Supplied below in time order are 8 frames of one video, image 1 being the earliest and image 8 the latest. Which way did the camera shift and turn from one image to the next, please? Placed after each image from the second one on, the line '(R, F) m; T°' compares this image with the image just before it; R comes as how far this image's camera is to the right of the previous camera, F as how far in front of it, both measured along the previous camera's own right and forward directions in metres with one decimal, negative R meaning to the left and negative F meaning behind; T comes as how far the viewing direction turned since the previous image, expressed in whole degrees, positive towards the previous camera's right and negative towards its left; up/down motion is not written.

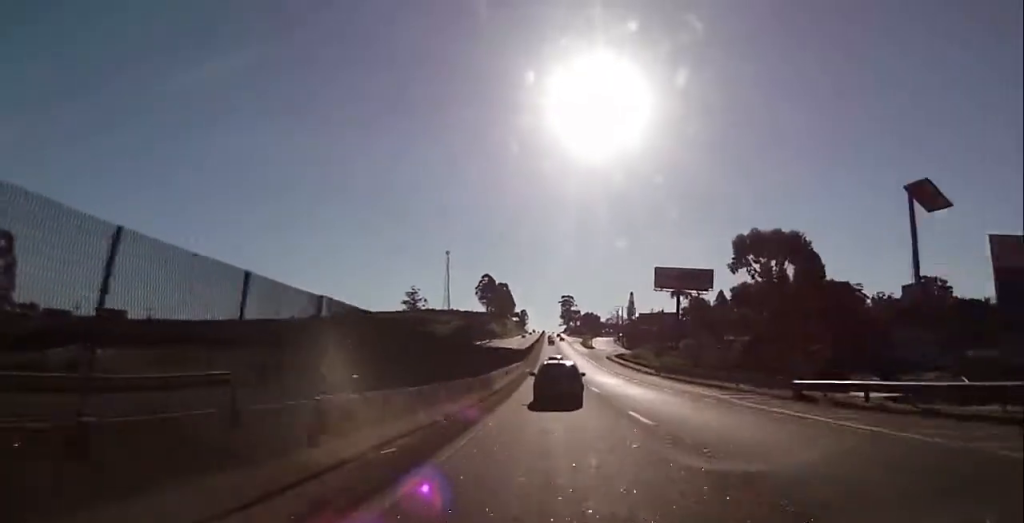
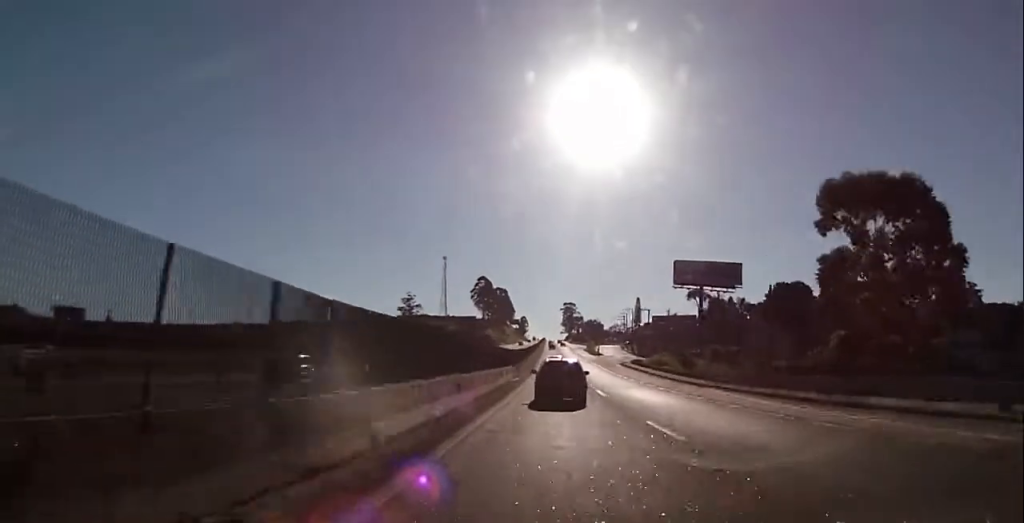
(+0.1, +21.0) m; 0°
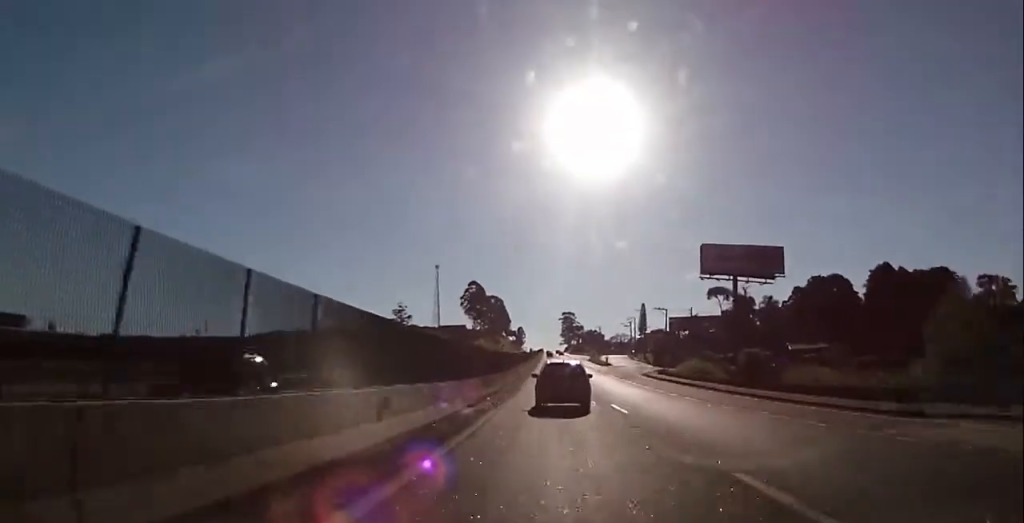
(0.0, +23.3) m; 0°
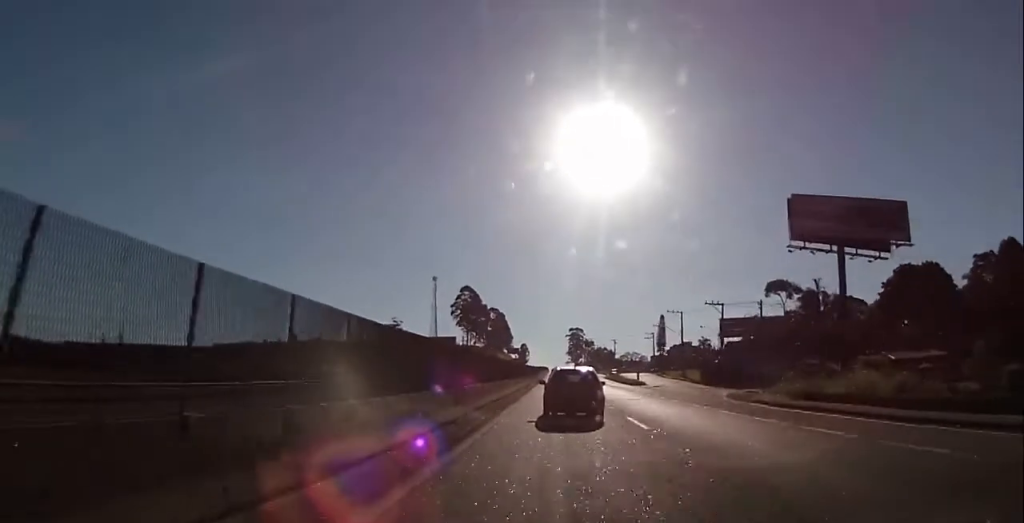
(0.0, +36.4) m; 0°
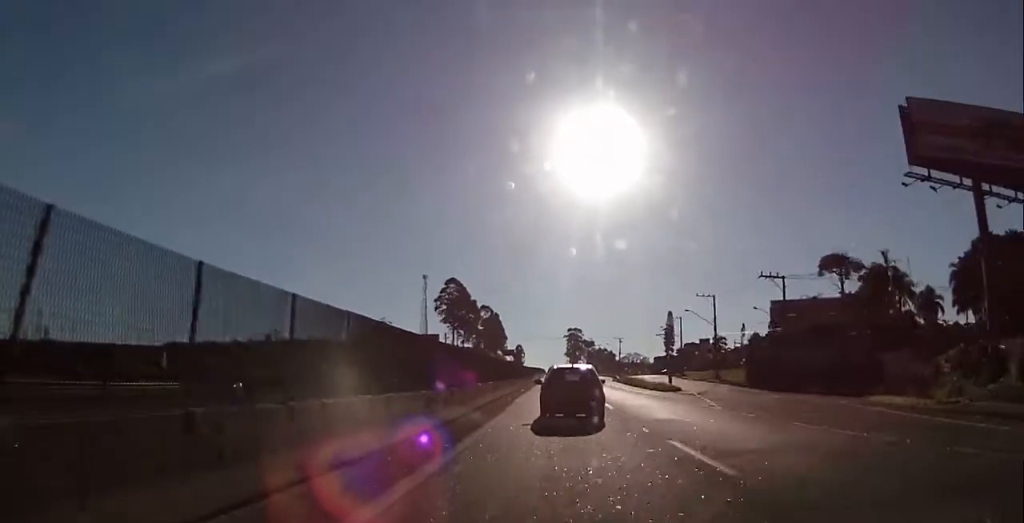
(+0.1, +24.0) m; 0°
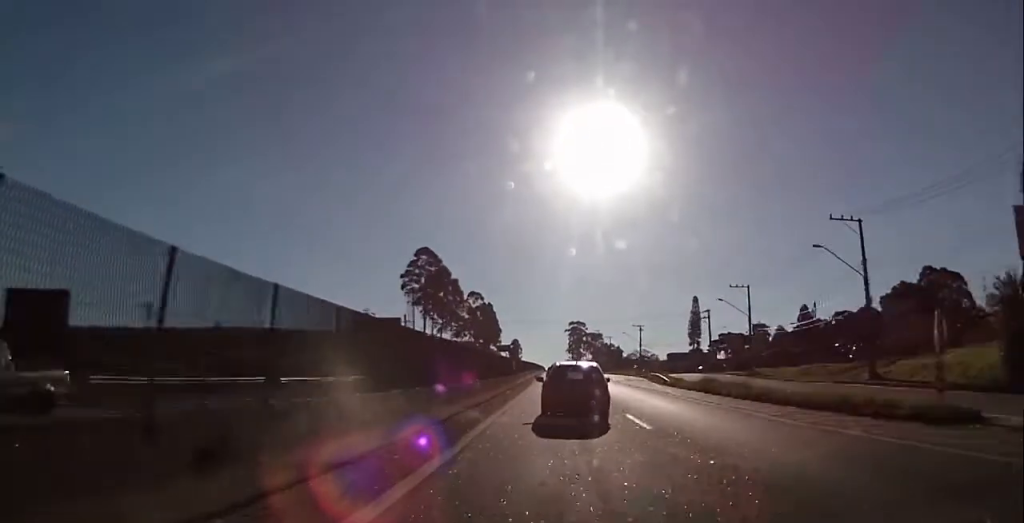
(0.0, +42.5) m; -1°
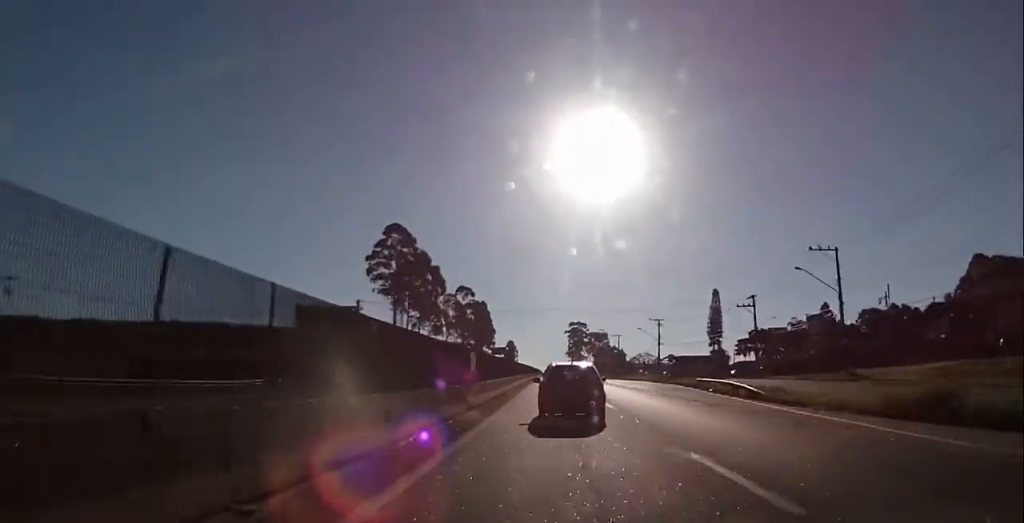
(-0.4, +26.7) m; 0°
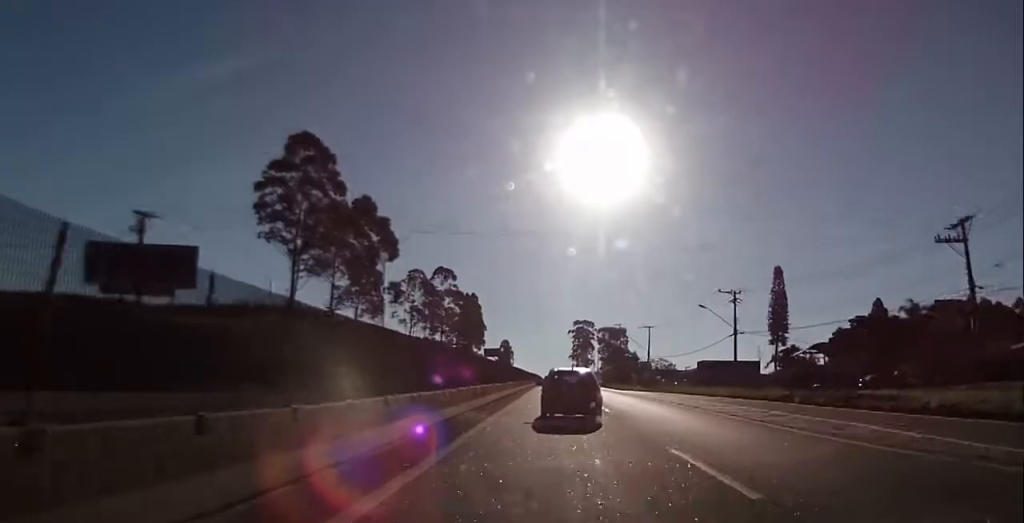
(+0.4, +48.0) m; +1°
